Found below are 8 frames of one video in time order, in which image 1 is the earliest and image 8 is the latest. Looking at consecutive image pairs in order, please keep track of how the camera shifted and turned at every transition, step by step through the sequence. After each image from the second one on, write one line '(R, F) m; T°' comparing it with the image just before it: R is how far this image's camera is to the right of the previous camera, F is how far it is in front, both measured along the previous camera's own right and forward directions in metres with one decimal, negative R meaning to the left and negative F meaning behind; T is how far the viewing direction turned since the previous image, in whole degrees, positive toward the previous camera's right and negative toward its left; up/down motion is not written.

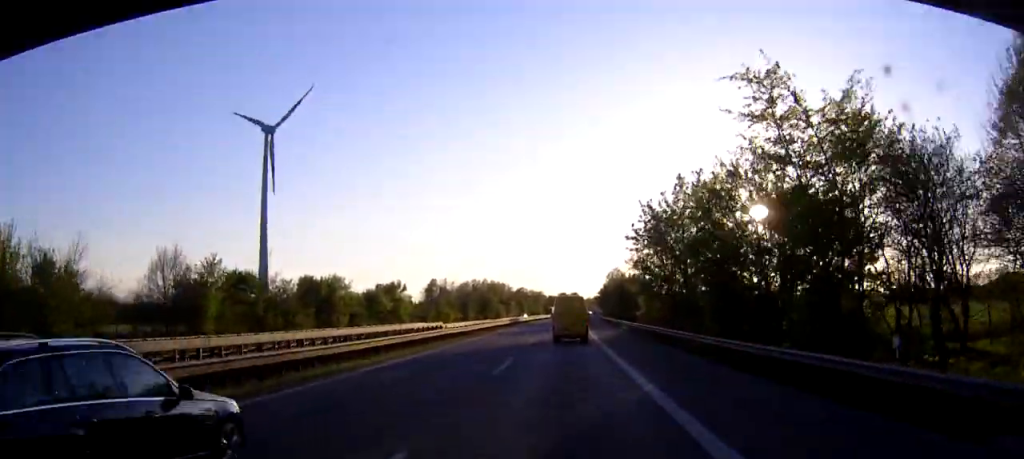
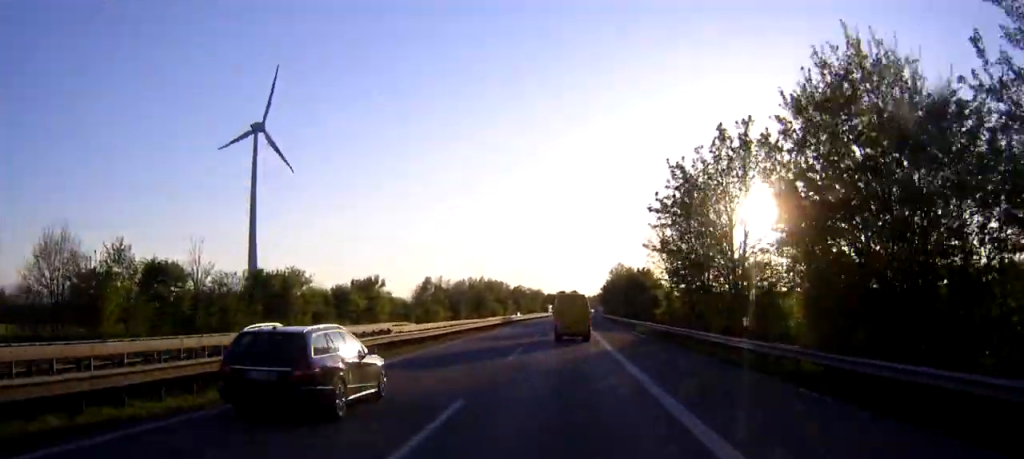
(+0.1, +13.2) m; 0°
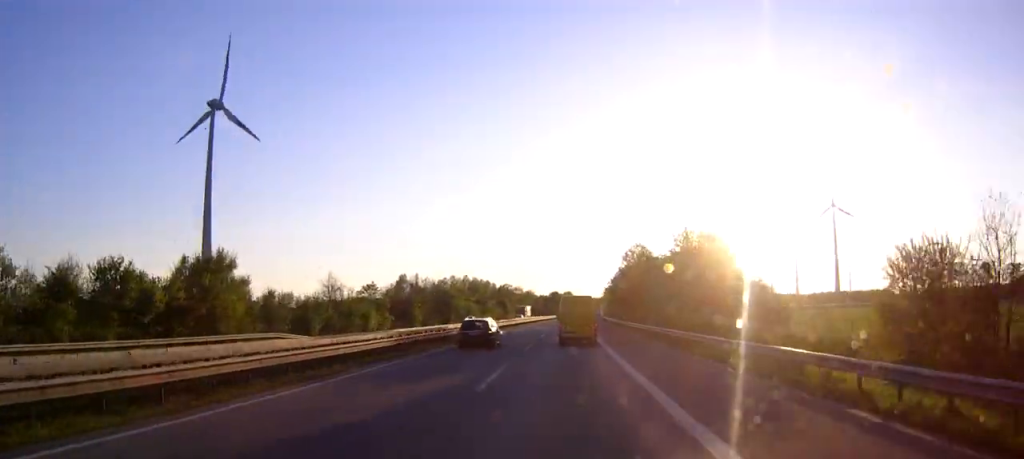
(+0.1, +45.9) m; 0°
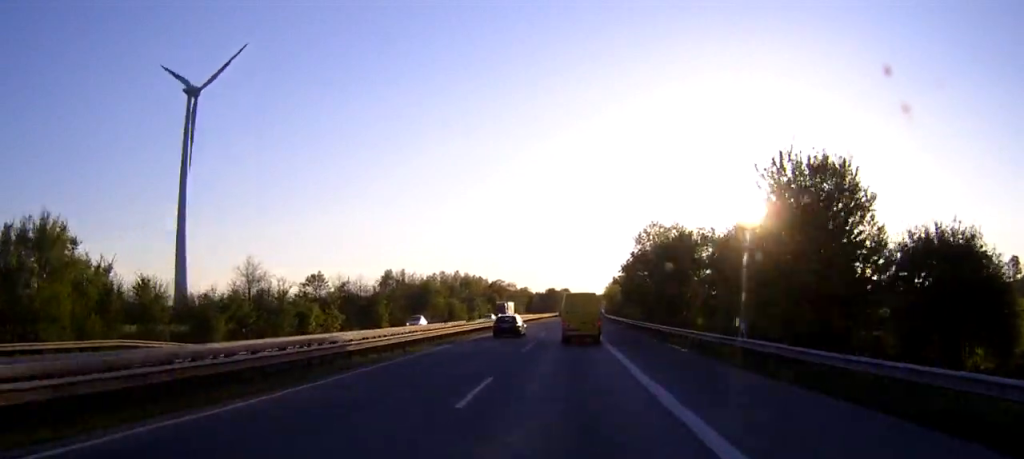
(0.0, +22.4) m; 0°
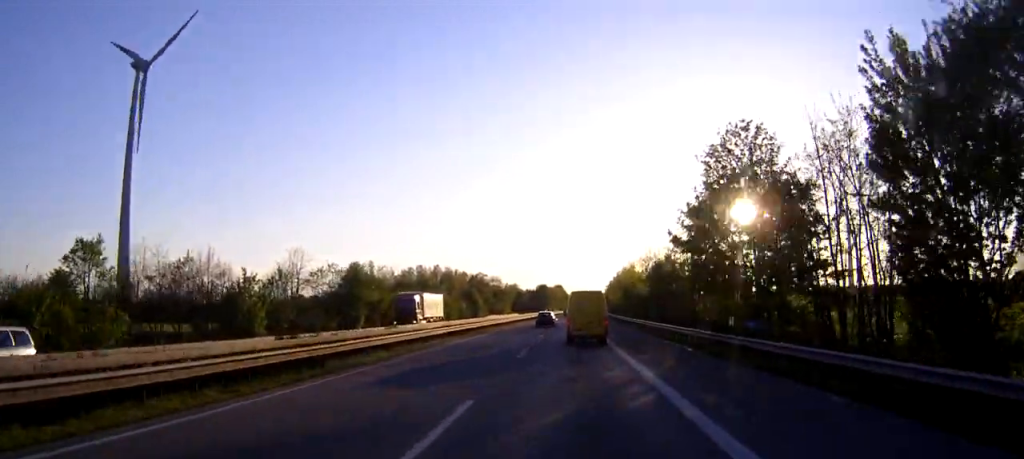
(+0.2, +44.4) m; +1°
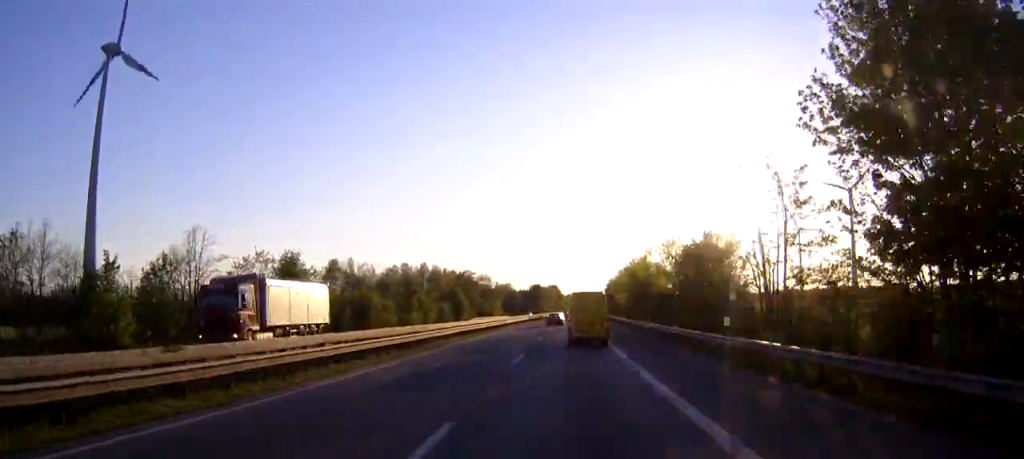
(+0.2, +23.5) m; +1°
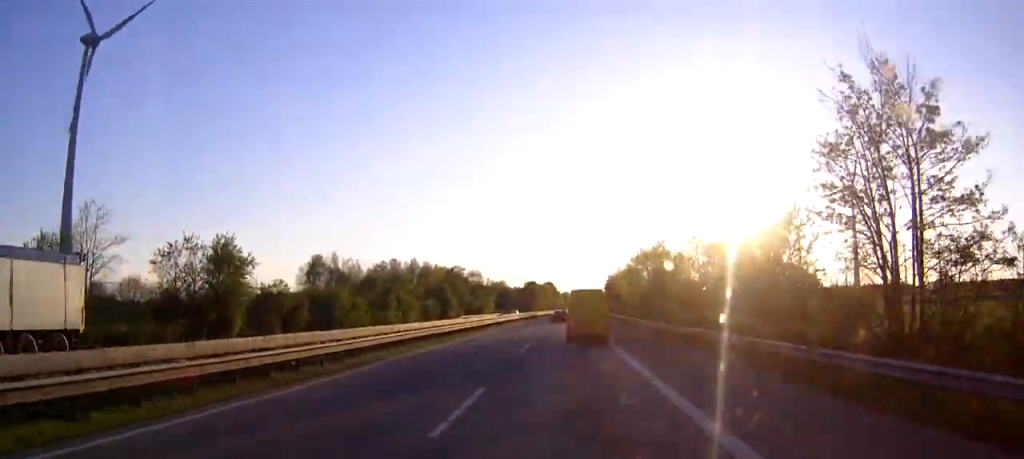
(0.0, +15.3) m; 0°
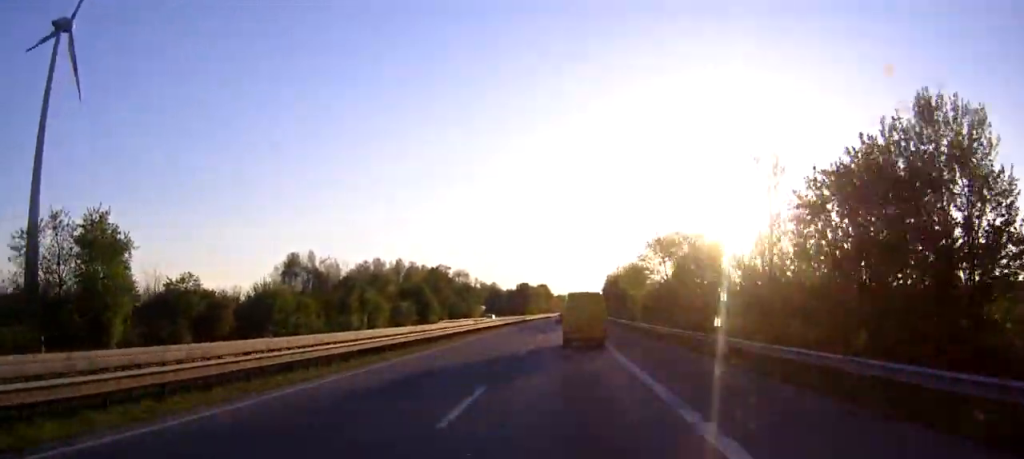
(+0.1, +17.4) m; 0°
